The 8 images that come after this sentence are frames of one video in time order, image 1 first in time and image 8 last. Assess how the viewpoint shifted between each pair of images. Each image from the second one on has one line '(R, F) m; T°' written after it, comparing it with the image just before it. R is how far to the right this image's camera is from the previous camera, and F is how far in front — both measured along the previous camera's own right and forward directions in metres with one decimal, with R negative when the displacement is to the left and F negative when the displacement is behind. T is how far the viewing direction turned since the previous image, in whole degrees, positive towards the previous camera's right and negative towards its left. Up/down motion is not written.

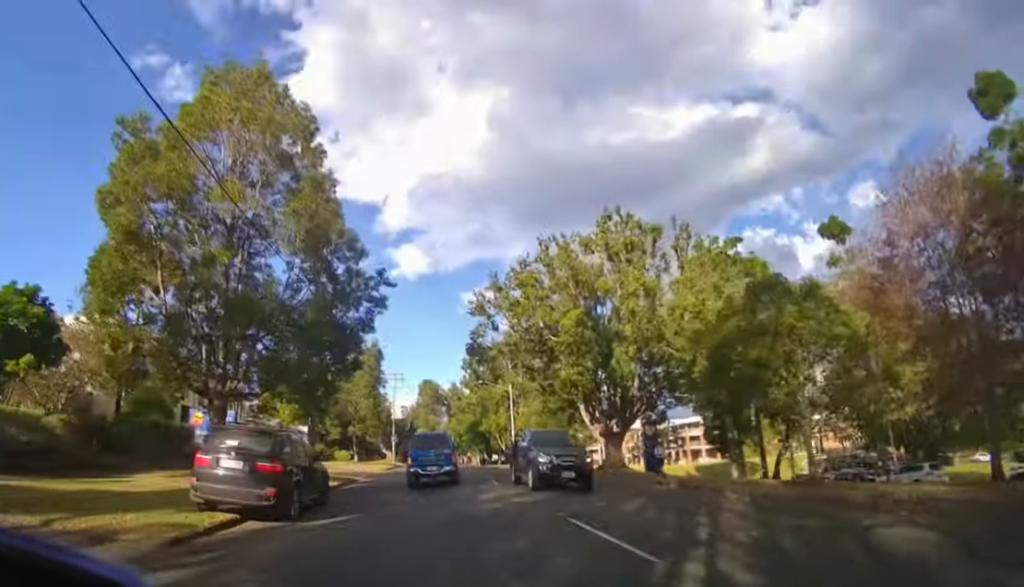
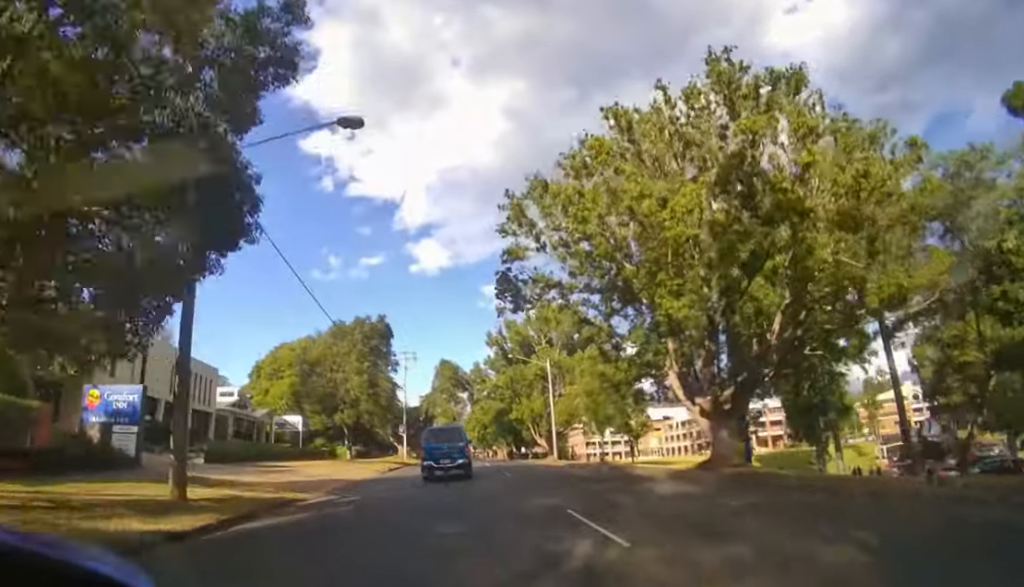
(-0.3, +11.1) m; -3°
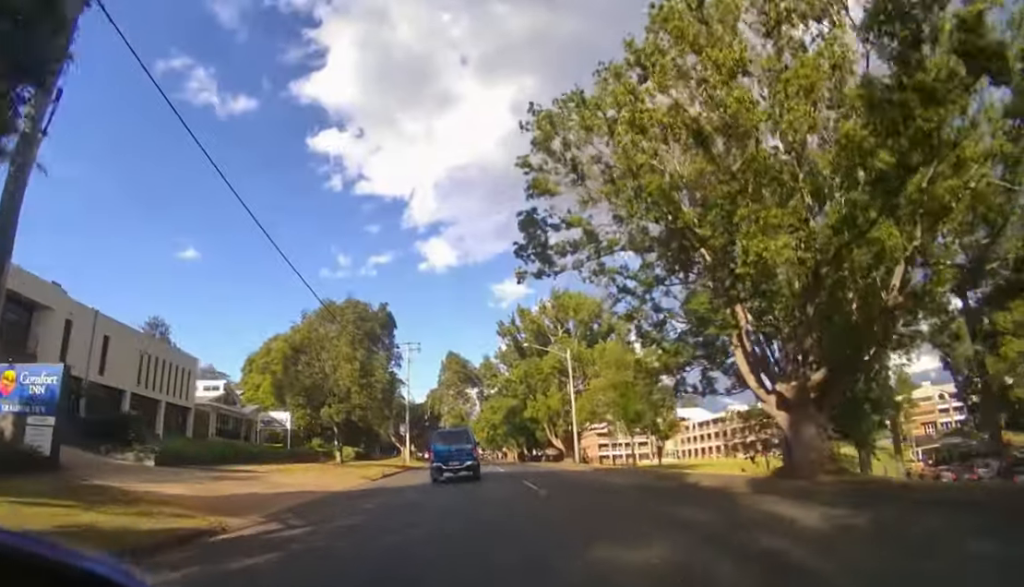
(-0.1, +4.9) m; -1°
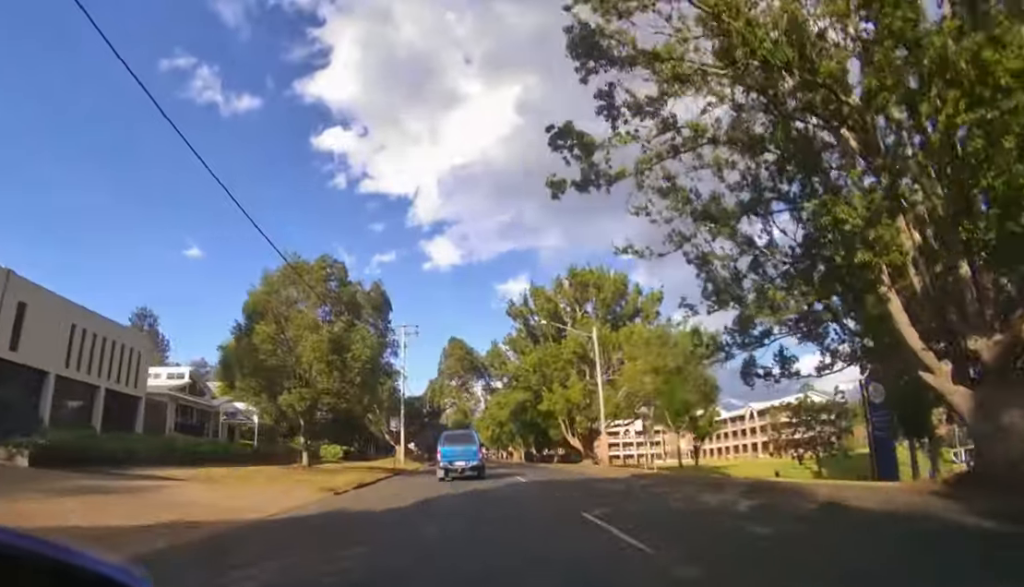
(0.0, +7.3) m; 0°
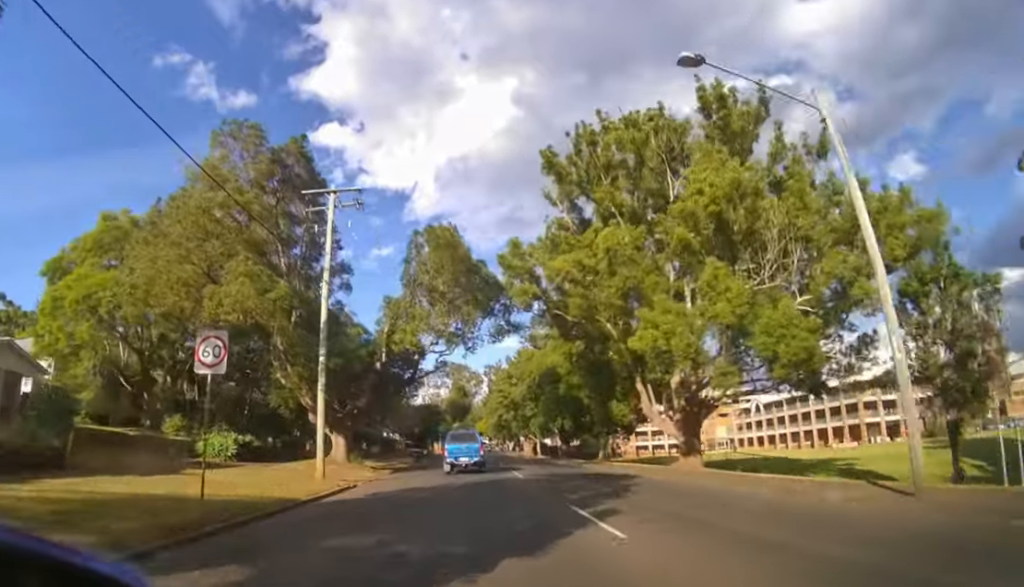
(-0.3, +23.6) m; -2°
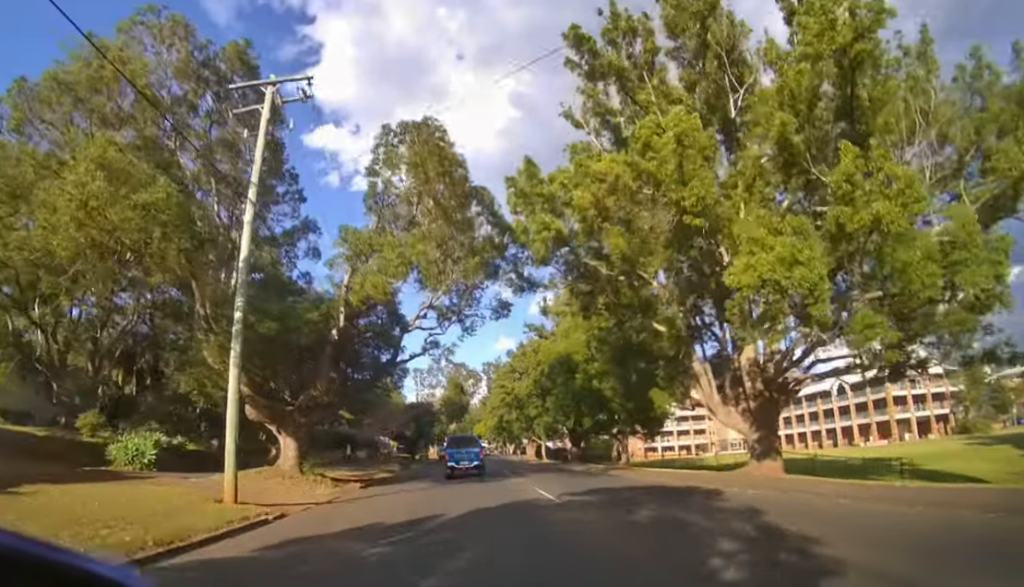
(0.0, +7.6) m; 0°
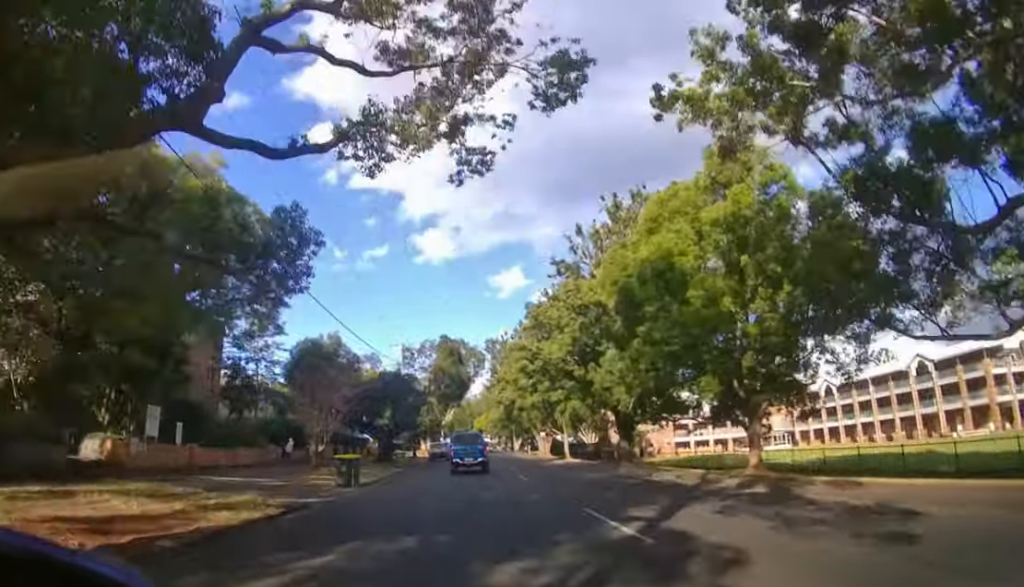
(+0.2, +19.5) m; +2°
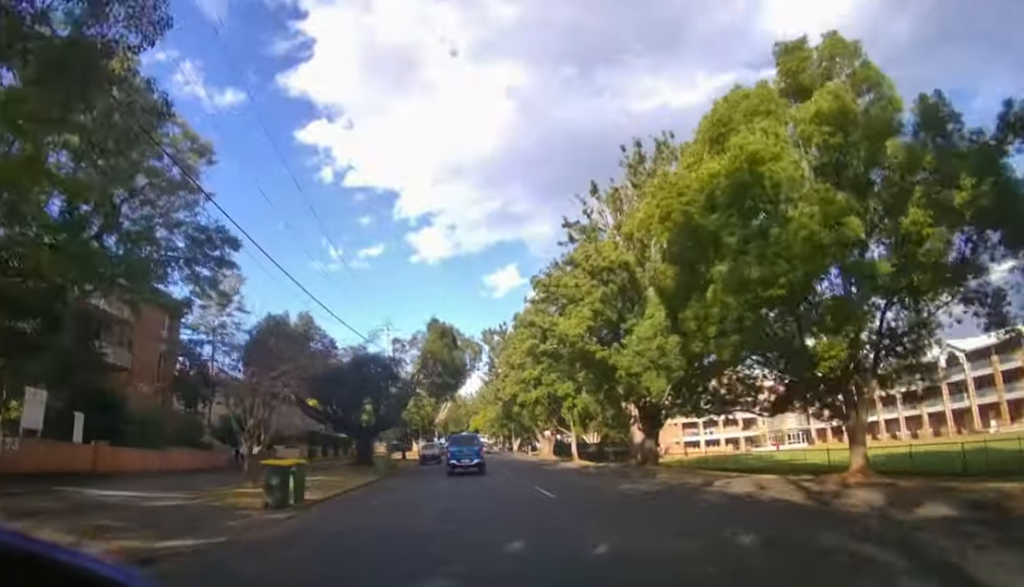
(+0.1, +6.4) m; +1°
